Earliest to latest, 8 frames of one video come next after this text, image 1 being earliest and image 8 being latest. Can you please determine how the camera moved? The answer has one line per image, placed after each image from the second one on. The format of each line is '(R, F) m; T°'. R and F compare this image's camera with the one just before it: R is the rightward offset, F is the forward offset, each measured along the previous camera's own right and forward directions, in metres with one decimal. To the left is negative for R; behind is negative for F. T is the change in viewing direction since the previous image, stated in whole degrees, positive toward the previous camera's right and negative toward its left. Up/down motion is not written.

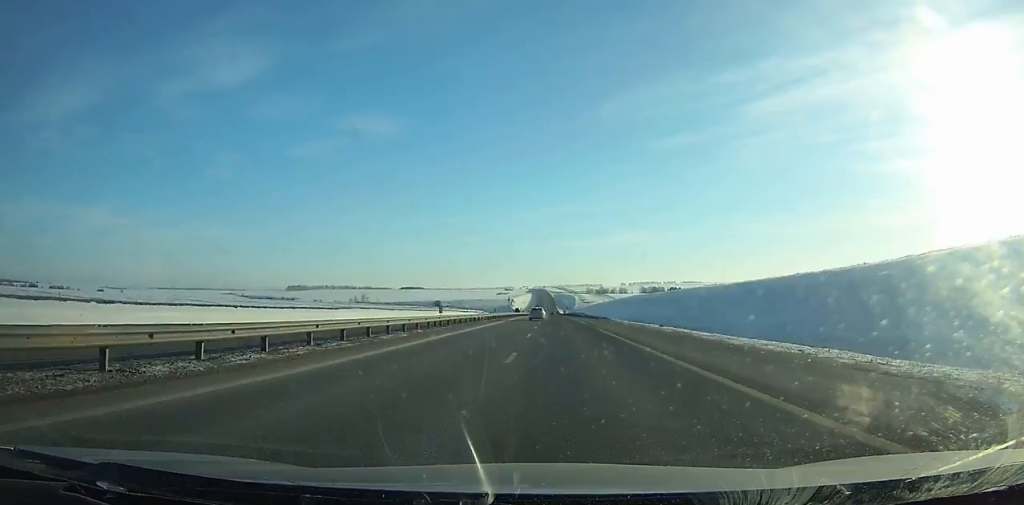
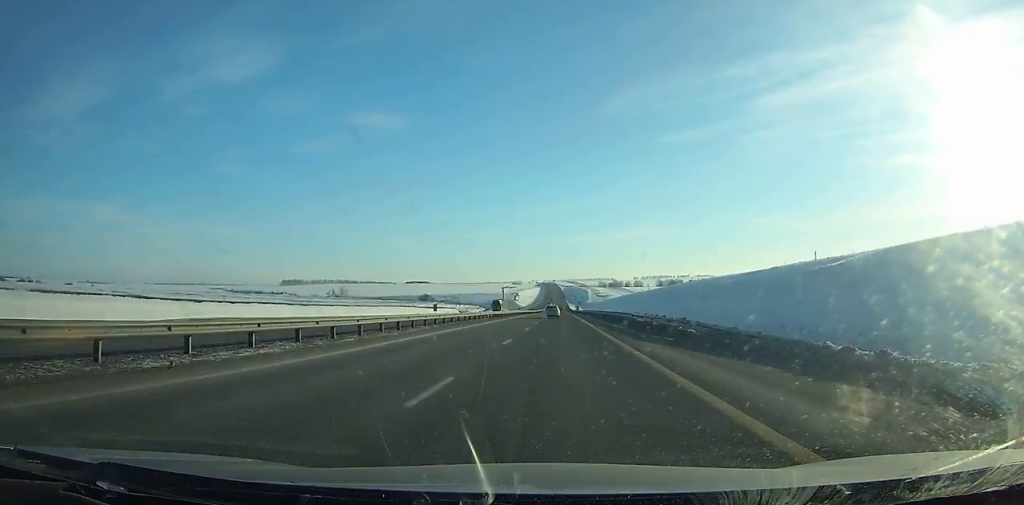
(-0.4, +77.7) m; -1°
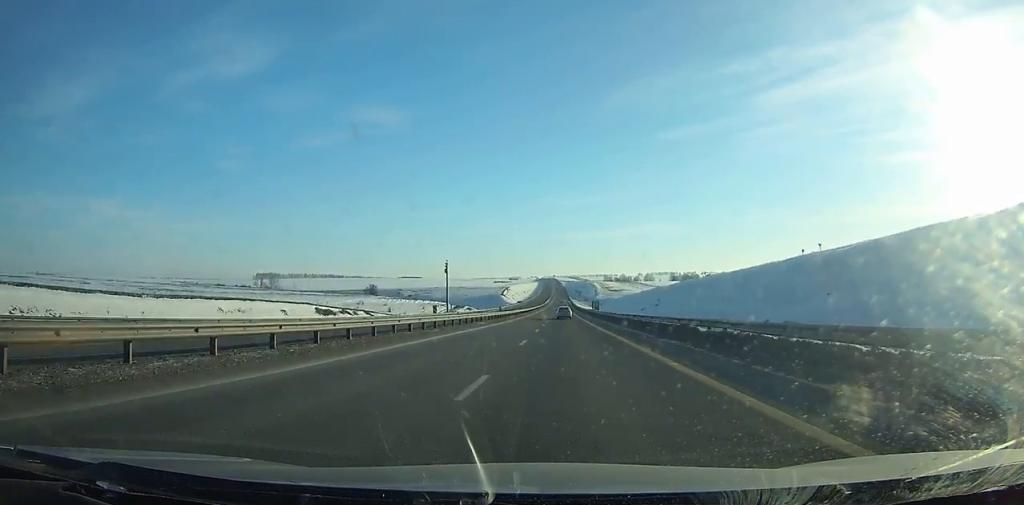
(-0.4, +120.0) m; 0°
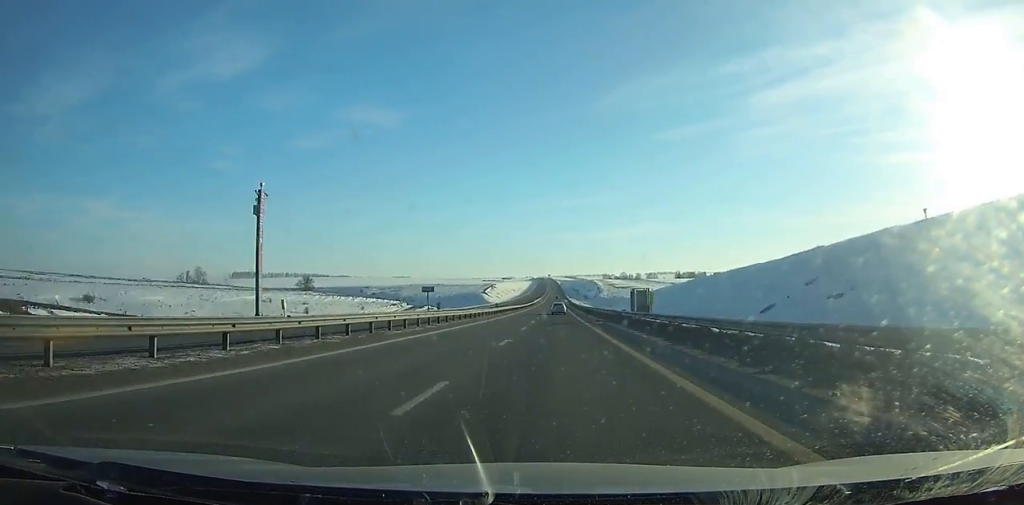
(+0.1, +73.7) m; 0°
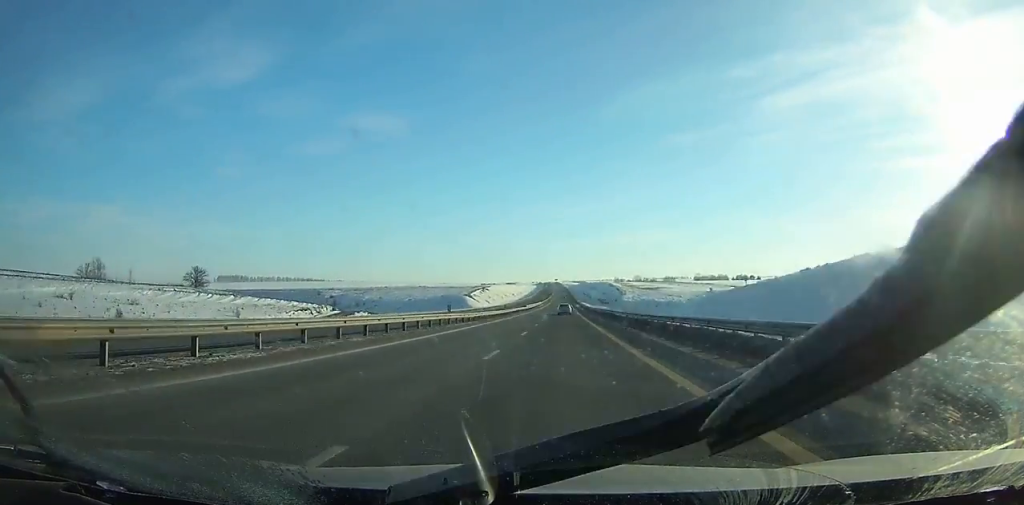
(-0.2, +76.8) m; 0°
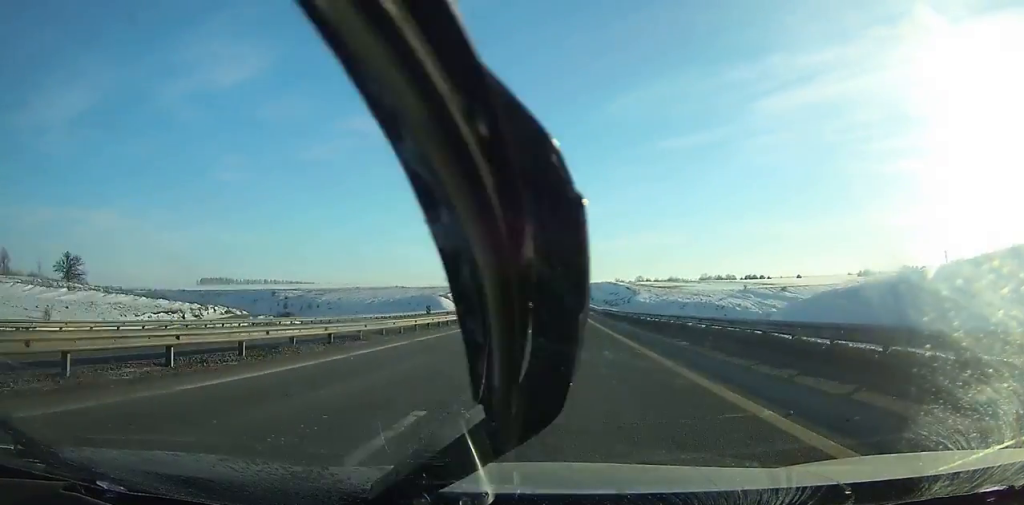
(0.0, +46.2) m; 0°
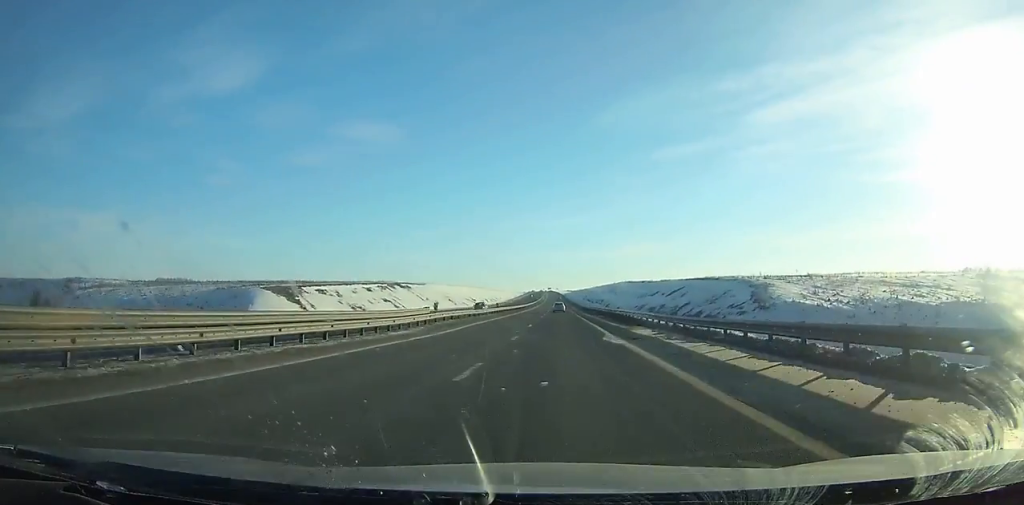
(0.0, +114.3) m; 0°
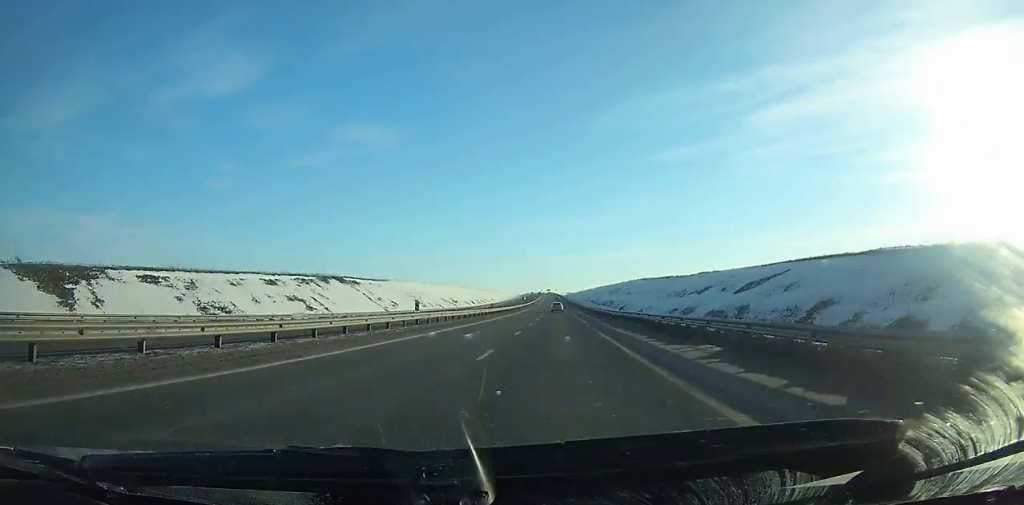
(+0.1, +43.3) m; 0°
